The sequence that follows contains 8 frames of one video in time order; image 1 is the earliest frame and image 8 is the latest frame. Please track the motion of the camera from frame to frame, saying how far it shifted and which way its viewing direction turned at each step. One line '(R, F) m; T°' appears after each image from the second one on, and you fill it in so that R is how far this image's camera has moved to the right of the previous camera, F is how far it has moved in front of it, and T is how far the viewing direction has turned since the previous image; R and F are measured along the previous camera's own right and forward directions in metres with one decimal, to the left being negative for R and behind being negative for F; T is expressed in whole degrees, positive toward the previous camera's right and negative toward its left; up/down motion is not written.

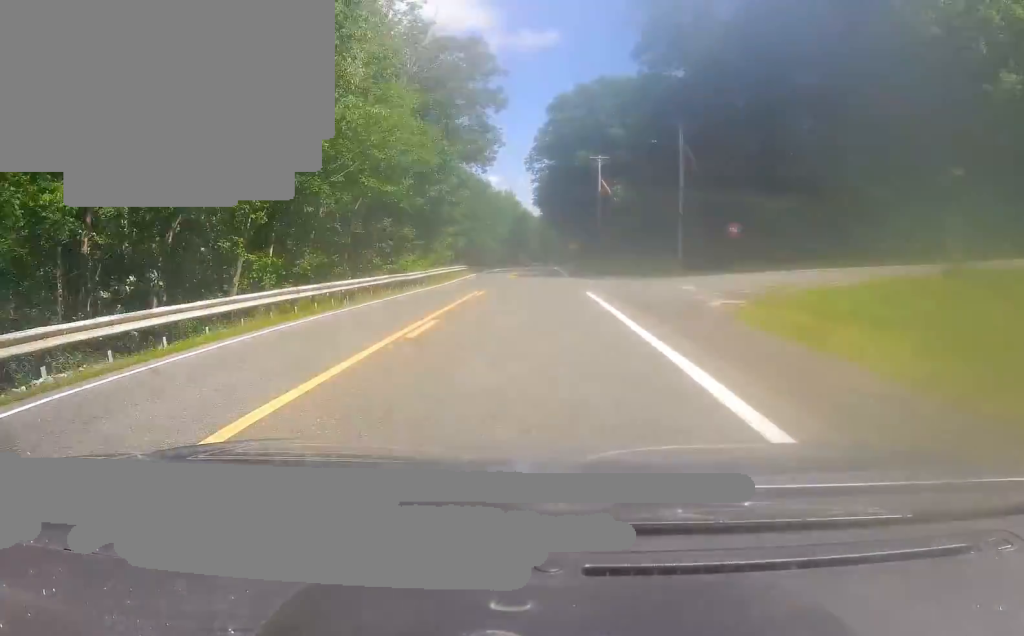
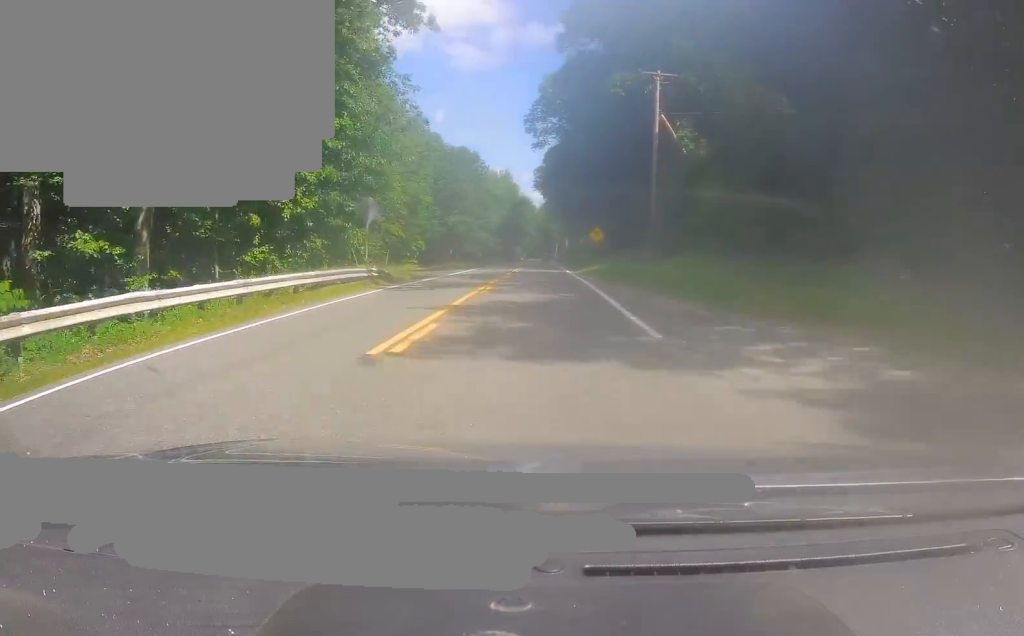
(-0.3, +37.5) m; +1°
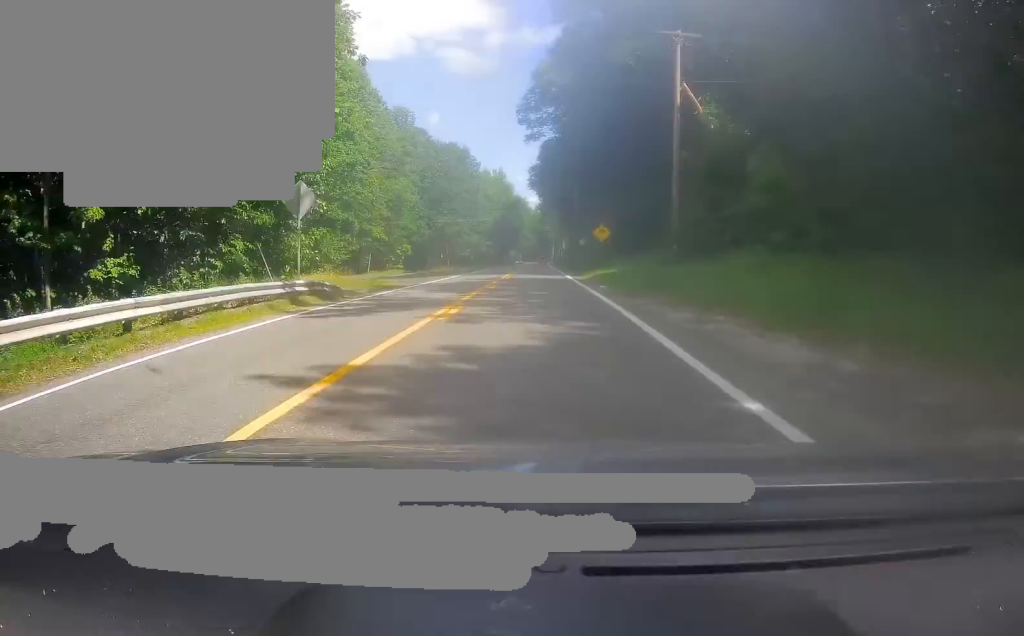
(+0.1, +8.5) m; 0°
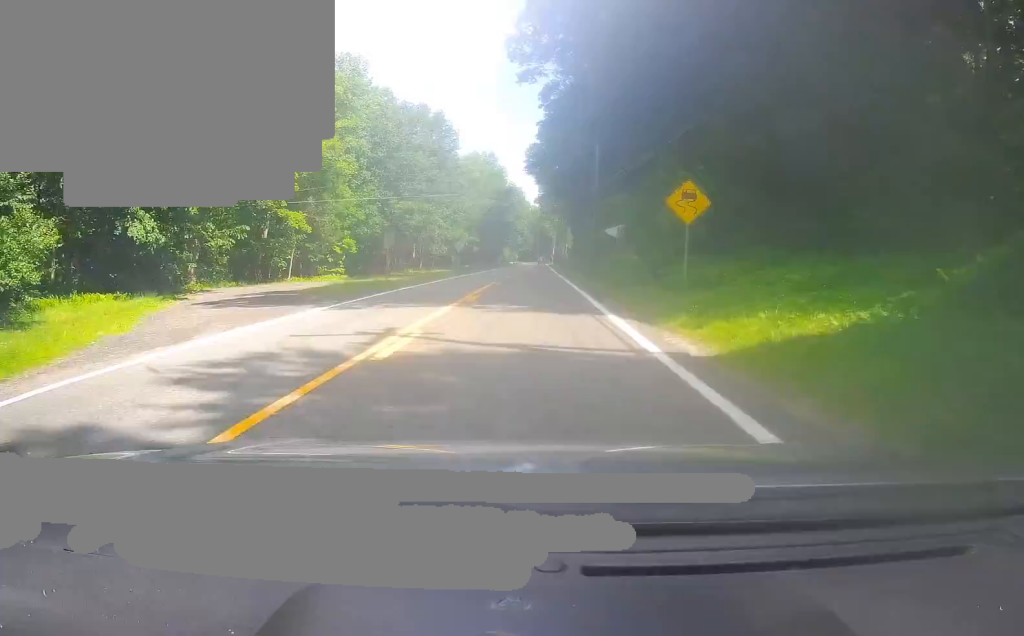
(0.0, +28.6) m; -1°
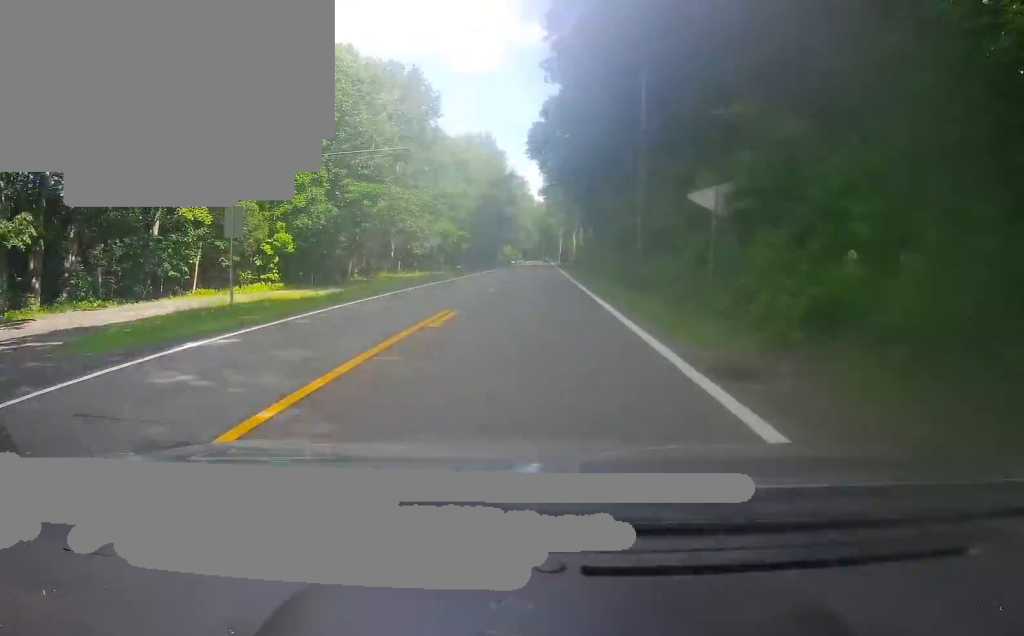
(-0.4, +20.1) m; +1°
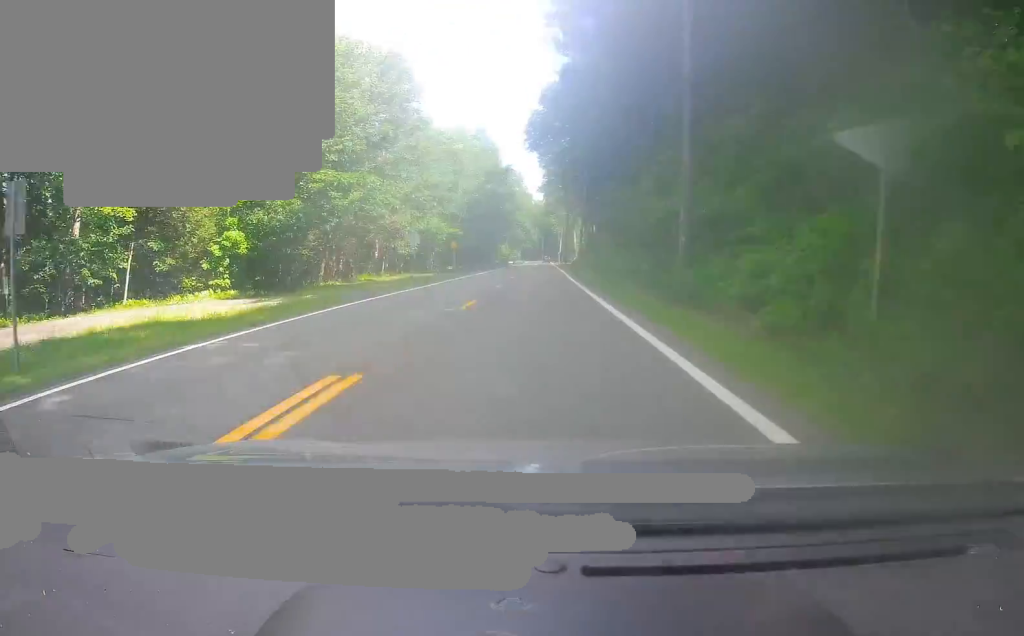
(-0.1, +8.4) m; +1°
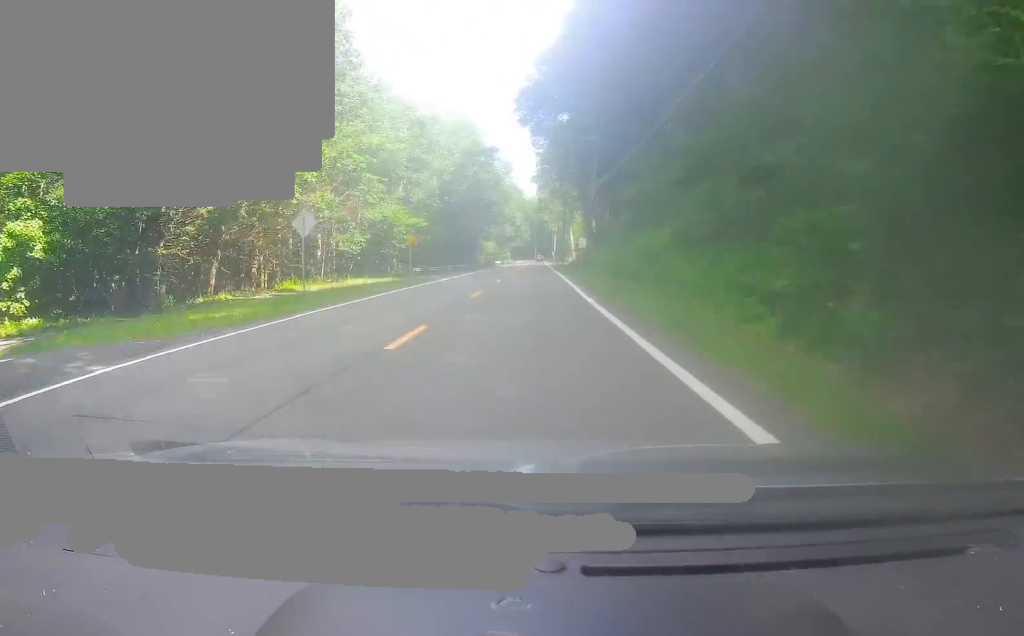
(+0.8, +19.4) m; 0°
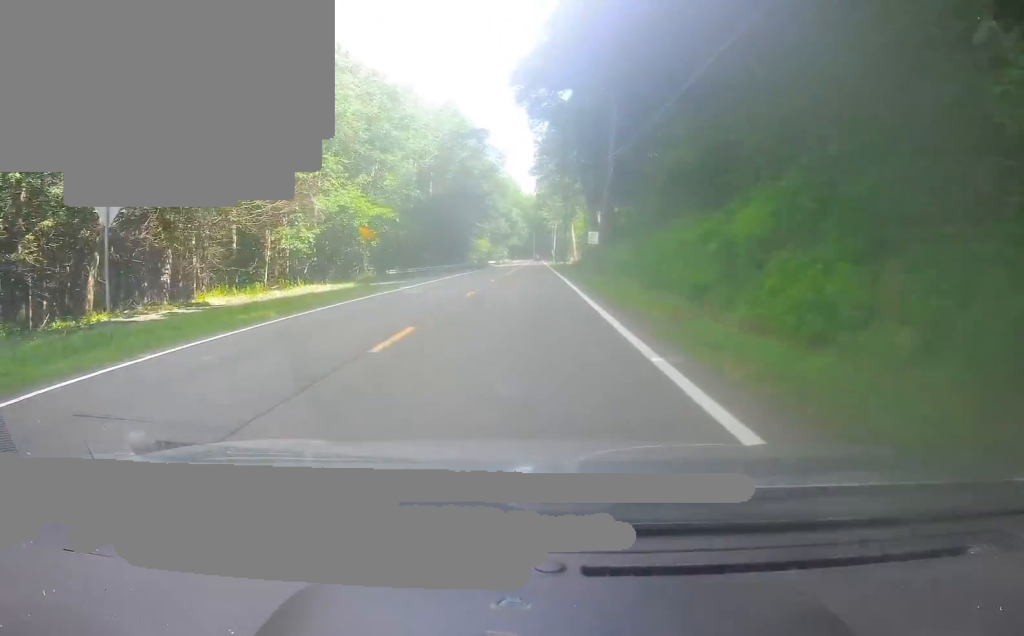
(-0.4, +12.1) m; -2°
